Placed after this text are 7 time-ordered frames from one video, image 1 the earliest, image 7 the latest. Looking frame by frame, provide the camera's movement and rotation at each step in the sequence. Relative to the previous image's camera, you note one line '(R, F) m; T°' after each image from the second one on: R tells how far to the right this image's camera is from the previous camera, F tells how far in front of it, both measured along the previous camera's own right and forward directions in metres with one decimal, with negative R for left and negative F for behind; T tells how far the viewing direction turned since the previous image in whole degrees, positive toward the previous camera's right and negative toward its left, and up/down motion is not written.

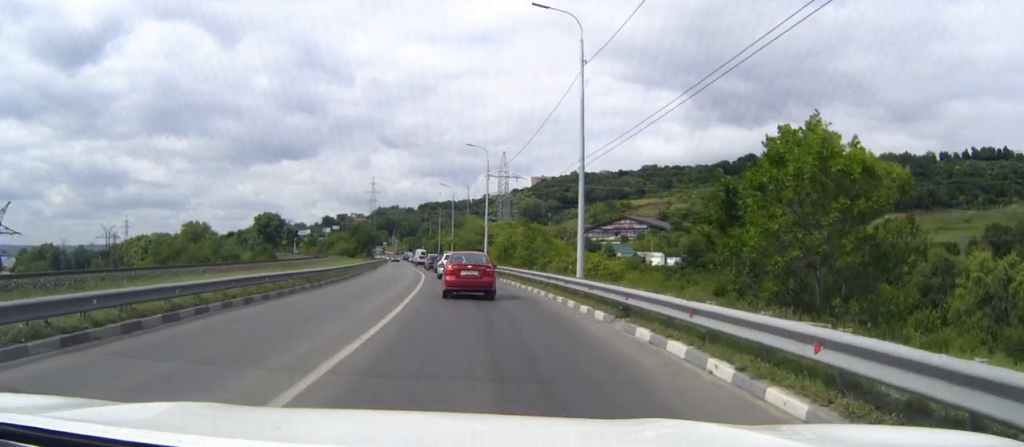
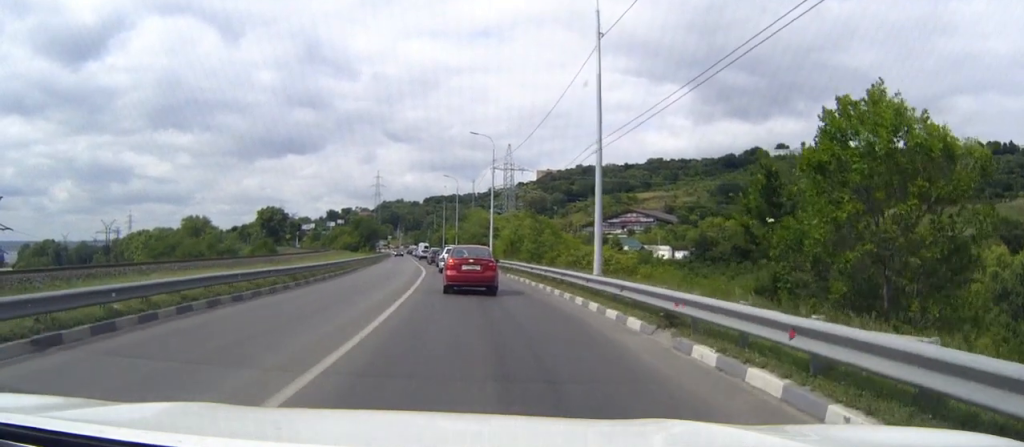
(-0.1, +3.3) m; 0°
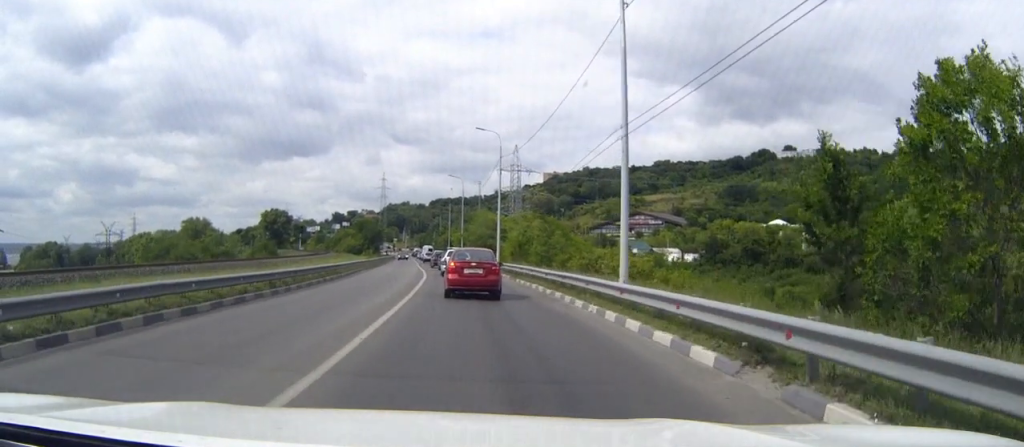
(-0.1, +4.1) m; 0°
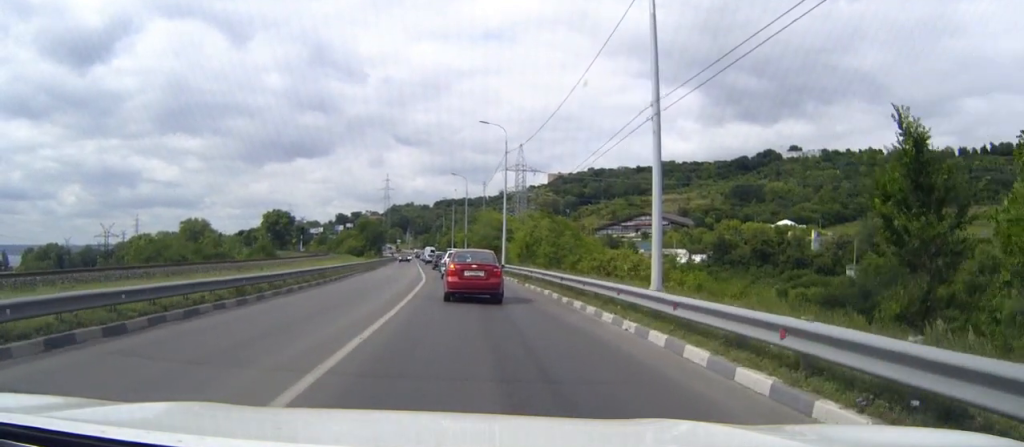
(+0.1, +3.8) m; 0°
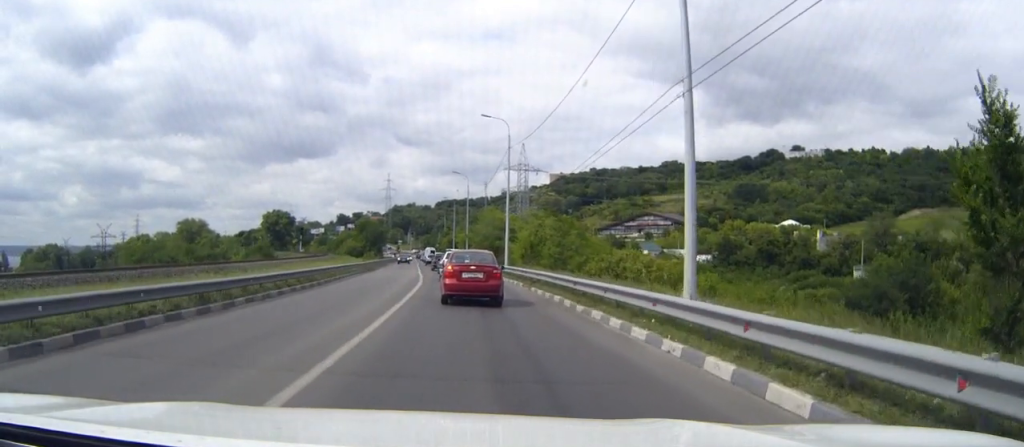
(+0.1, +3.1) m; 0°
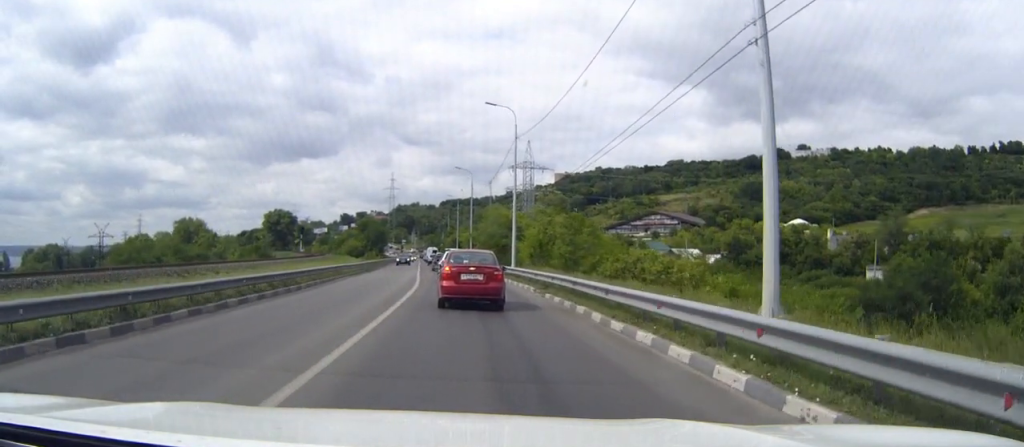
(-0.1, +4.5) m; -1°
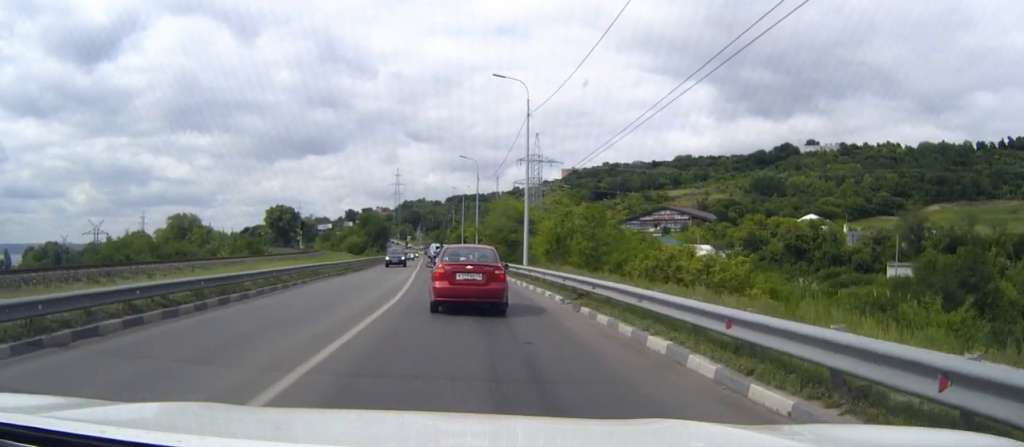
(-0.1, +7.6) m; -1°
